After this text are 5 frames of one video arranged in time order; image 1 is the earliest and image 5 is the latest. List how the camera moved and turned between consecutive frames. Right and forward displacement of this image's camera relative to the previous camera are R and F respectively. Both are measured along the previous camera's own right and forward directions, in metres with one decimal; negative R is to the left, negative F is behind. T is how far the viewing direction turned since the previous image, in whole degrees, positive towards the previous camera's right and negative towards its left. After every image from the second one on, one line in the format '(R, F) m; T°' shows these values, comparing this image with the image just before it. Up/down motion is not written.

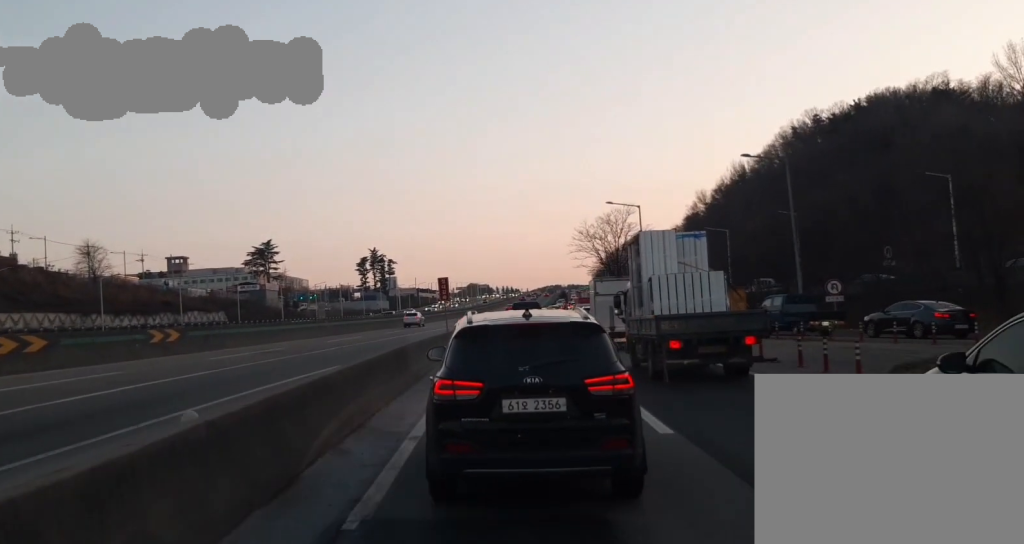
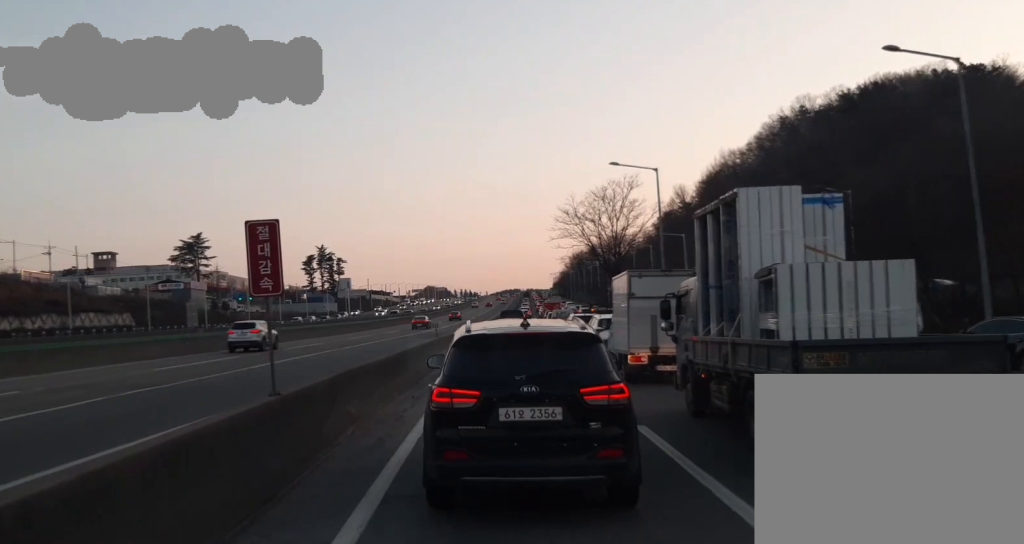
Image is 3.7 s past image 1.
(-0.9, +24.8) m; +4°
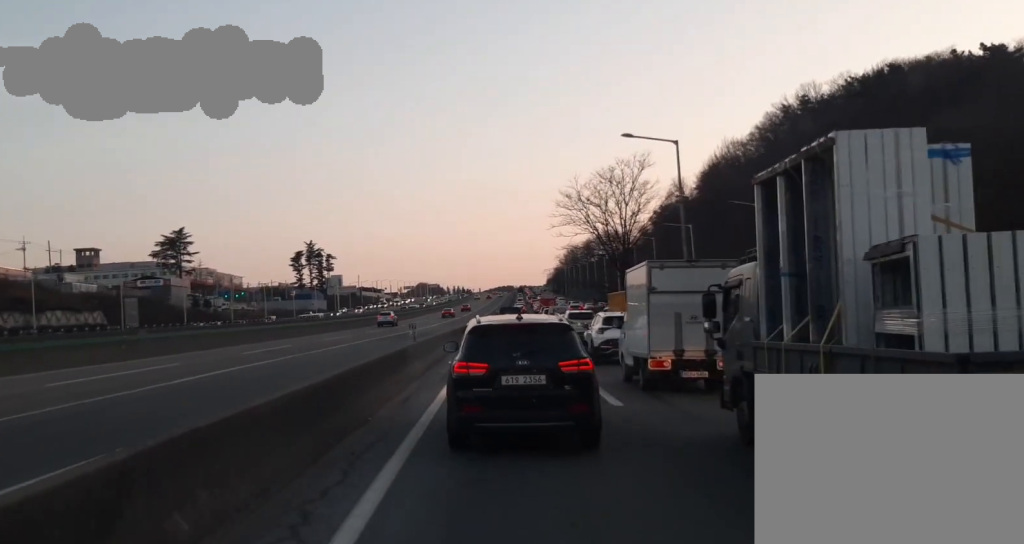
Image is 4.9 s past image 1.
(0.0, +7.2) m; -1°
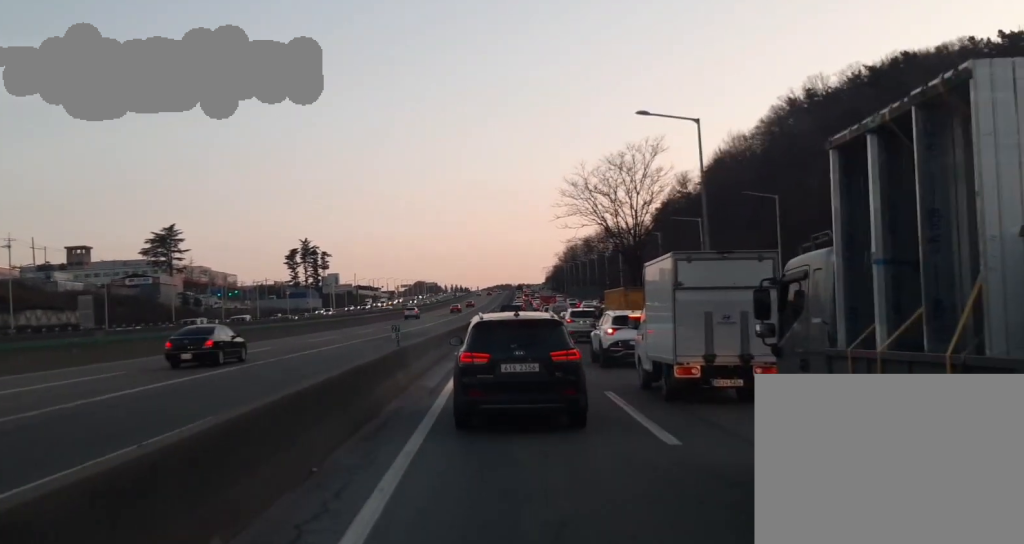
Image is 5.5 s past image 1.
(0.0, +4.0) m; -1°
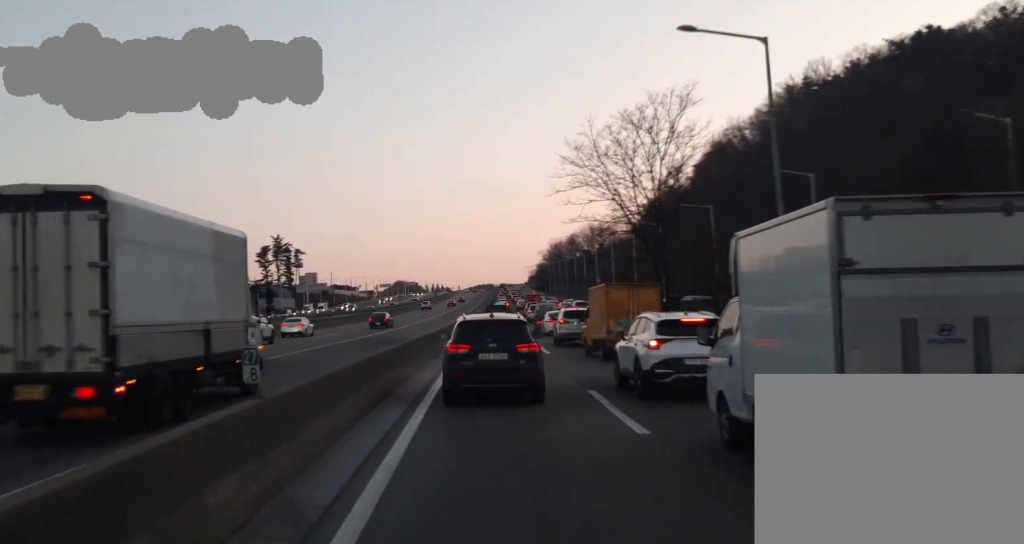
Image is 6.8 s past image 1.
(-0.3, +9.8) m; -1°
